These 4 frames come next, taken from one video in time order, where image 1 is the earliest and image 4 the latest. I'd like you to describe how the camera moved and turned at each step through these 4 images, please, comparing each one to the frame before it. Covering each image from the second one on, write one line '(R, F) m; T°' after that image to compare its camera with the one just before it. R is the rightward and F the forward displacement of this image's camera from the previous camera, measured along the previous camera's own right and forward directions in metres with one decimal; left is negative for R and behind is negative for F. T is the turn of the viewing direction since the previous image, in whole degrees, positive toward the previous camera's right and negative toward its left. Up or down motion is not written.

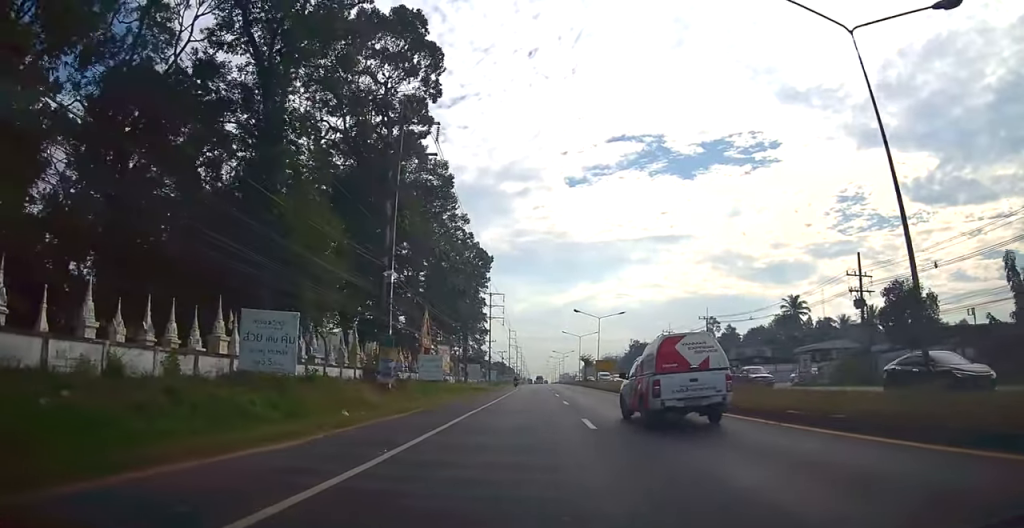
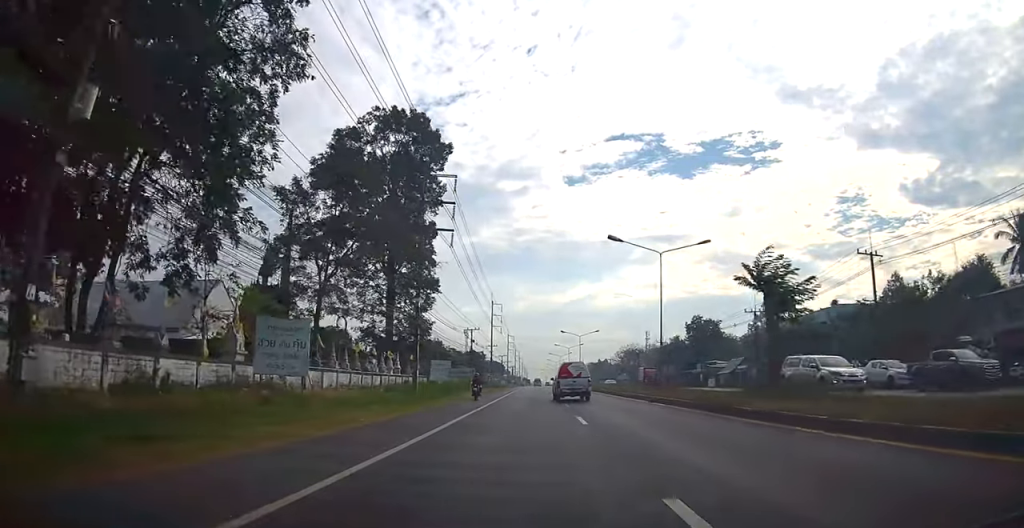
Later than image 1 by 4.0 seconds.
(-1.5, +70.8) m; -1°
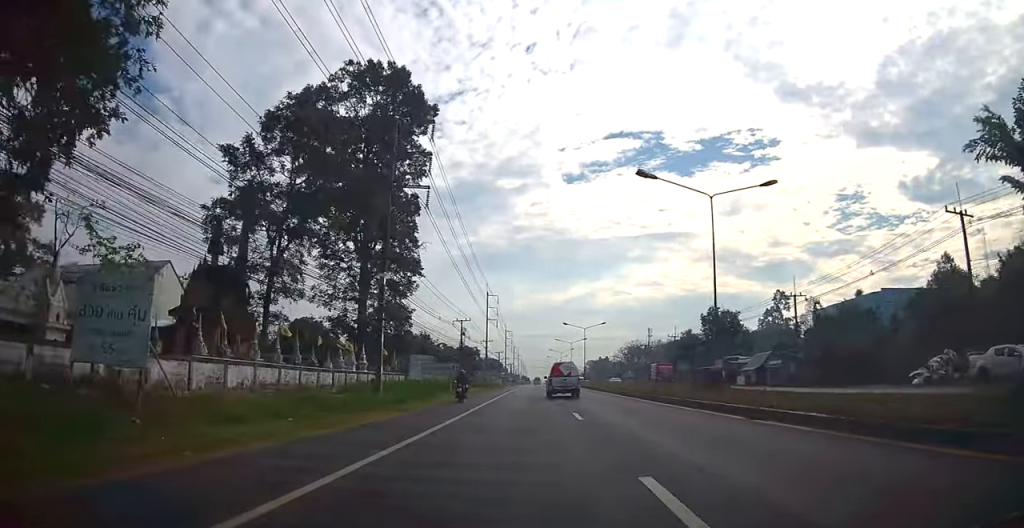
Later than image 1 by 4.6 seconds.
(0.0, +10.9) m; 0°
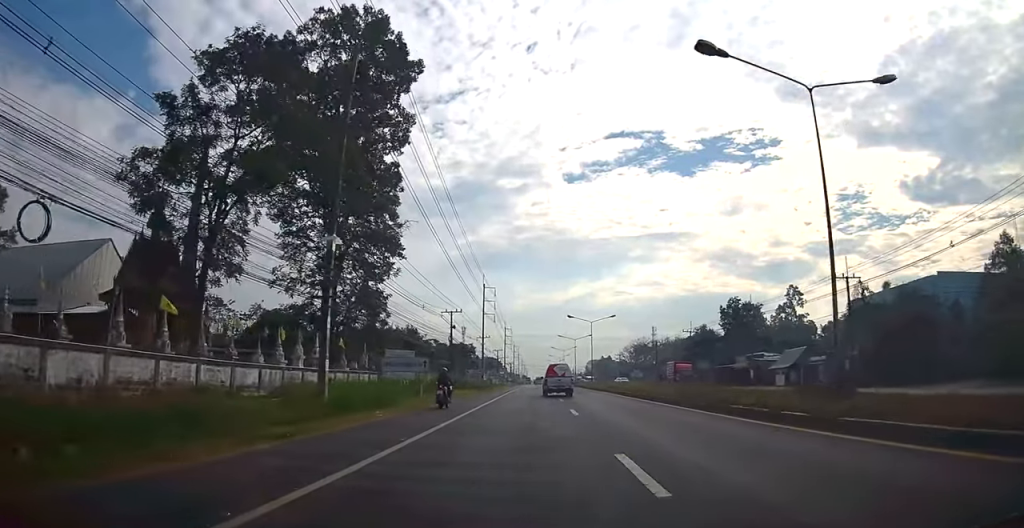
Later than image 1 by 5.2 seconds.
(0.0, +10.0) m; 0°
